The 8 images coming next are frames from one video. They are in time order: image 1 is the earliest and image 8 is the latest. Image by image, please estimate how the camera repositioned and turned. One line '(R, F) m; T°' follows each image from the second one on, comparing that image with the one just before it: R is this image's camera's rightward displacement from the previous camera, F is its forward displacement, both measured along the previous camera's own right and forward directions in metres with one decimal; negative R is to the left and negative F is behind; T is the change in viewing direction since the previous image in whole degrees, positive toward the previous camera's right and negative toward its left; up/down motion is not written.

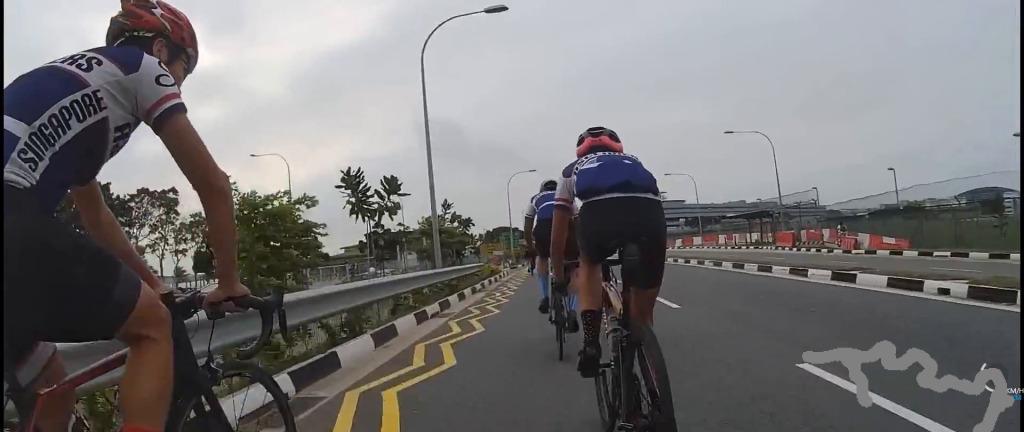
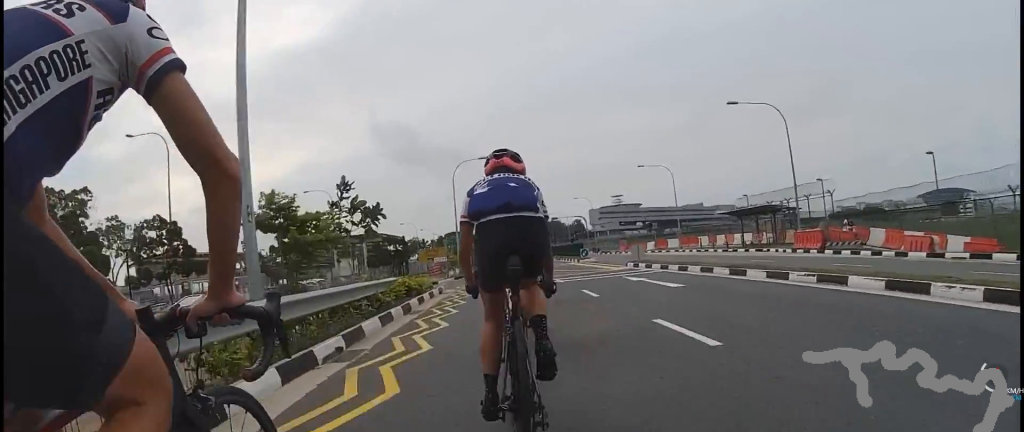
(+0.3, +9.1) m; 0°
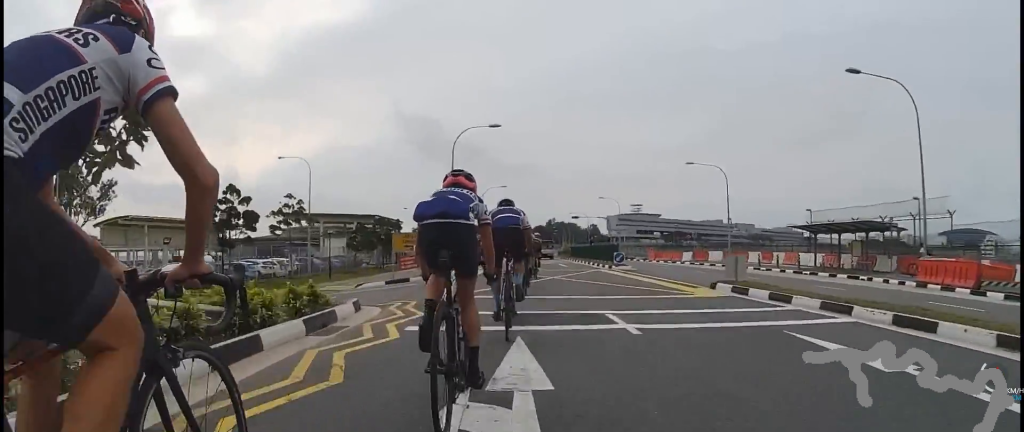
(-0.3, +10.8) m; -2°
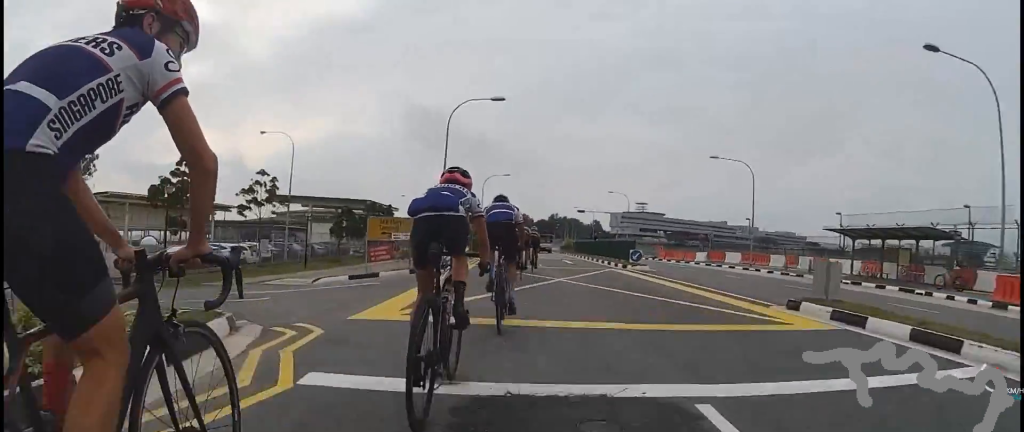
(0.0, +4.8) m; 0°
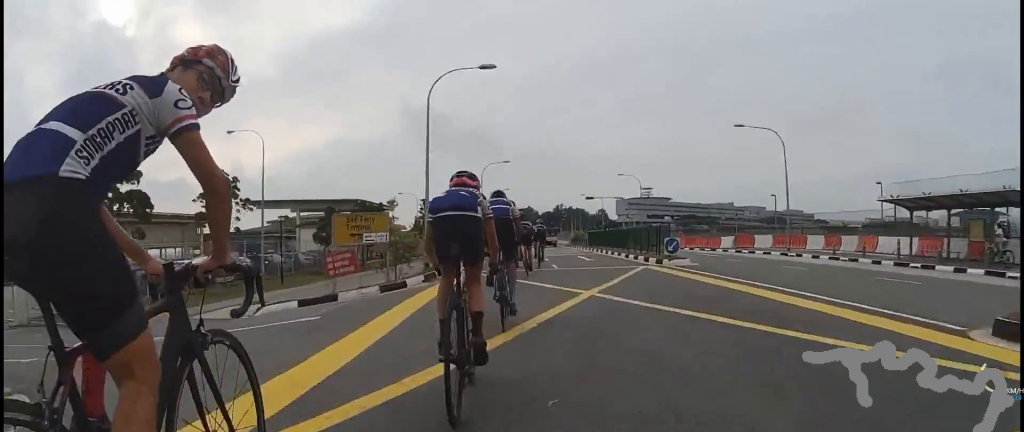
(0.0, +5.2) m; 0°
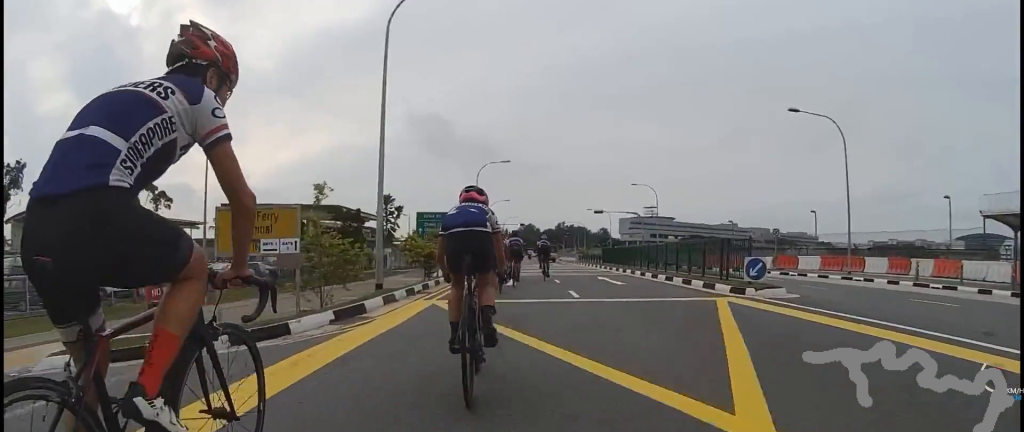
(0.0, +7.6) m; -2°
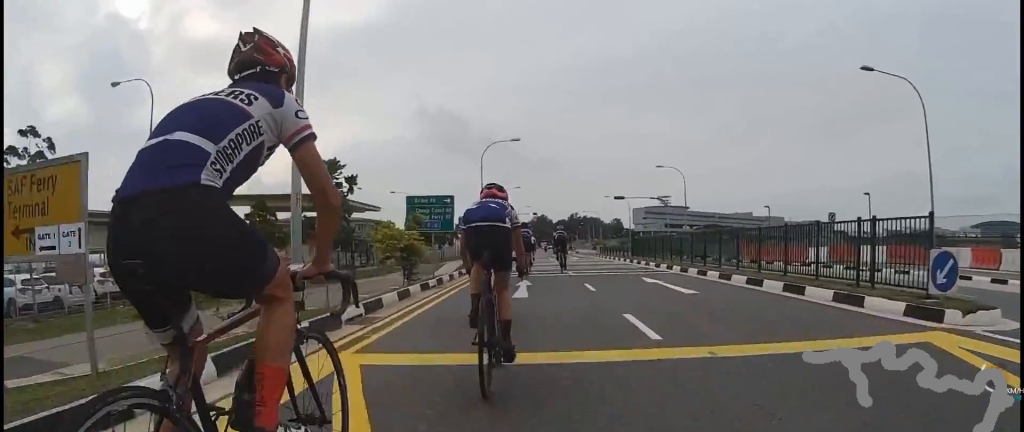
(0.0, +6.2) m; -1°
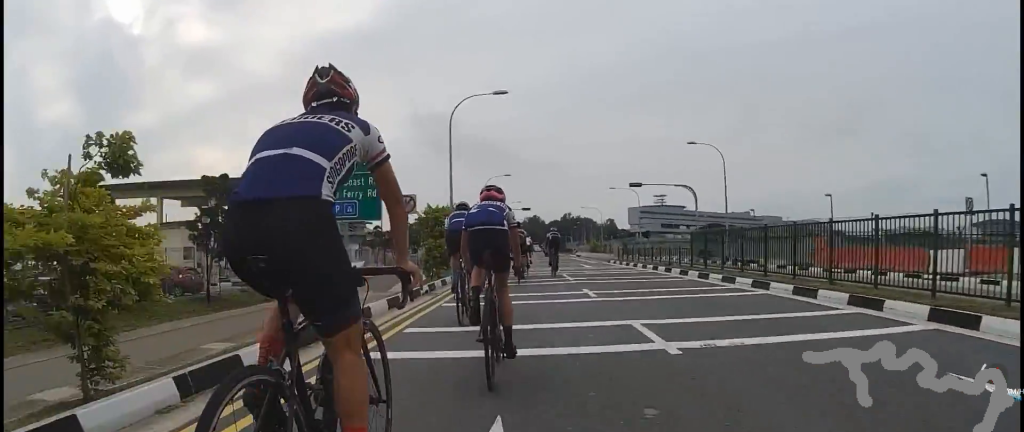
(+0.3, +12.3) m; +8°
